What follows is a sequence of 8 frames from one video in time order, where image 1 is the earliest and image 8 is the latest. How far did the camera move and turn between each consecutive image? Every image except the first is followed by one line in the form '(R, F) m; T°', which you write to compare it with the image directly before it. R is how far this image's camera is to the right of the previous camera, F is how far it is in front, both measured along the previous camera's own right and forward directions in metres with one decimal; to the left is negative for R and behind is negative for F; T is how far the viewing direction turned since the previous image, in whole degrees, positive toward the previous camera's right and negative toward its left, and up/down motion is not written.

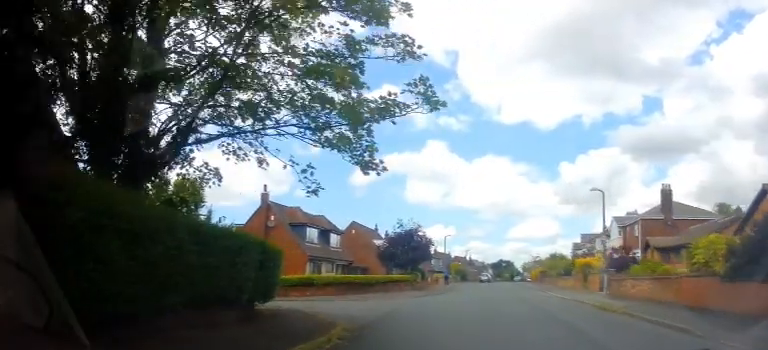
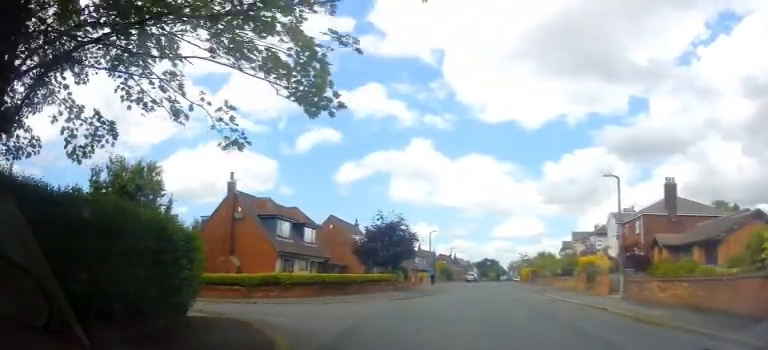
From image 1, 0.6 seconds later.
(0.0, +3.6) m; +1°
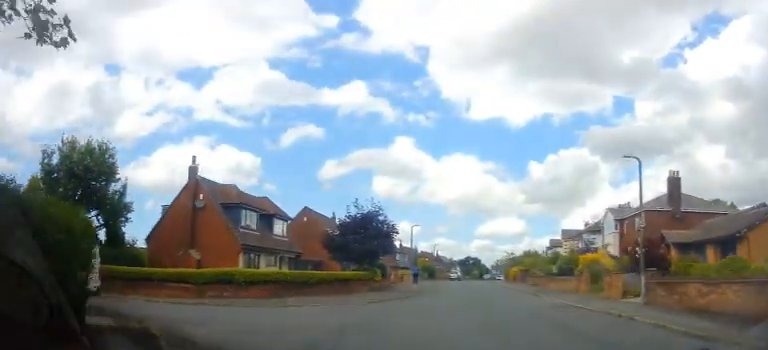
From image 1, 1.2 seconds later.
(-0.1, +3.6) m; +2°
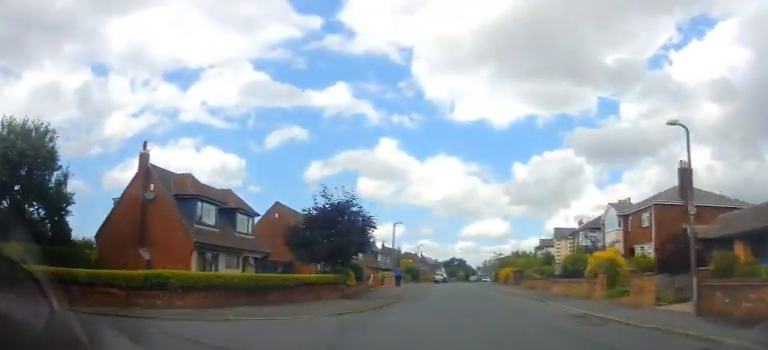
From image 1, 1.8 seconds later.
(+0.3, +4.4) m; +1°
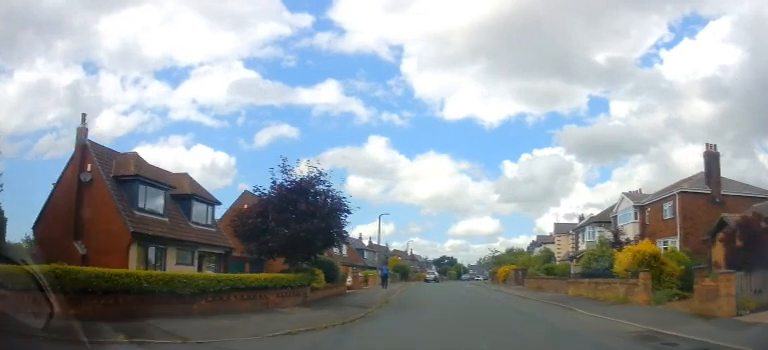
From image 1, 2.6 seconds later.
(0.0, +5.1) m; 0°
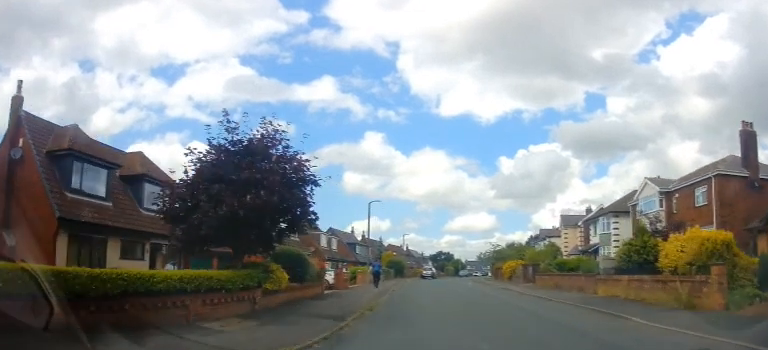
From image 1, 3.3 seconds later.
(-0.2, +4.8) m; +1°
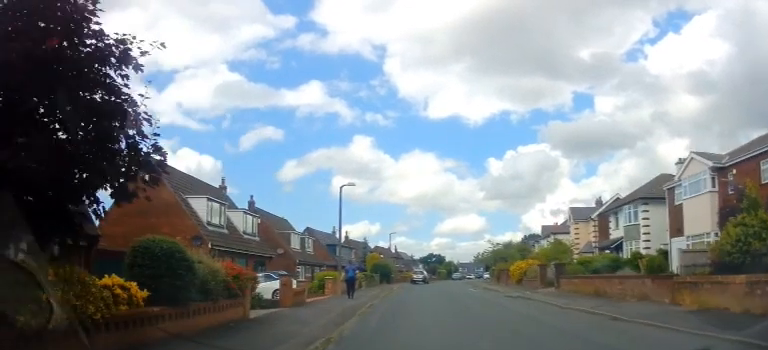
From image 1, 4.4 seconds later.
(+0.4, +7.4) m; +5°
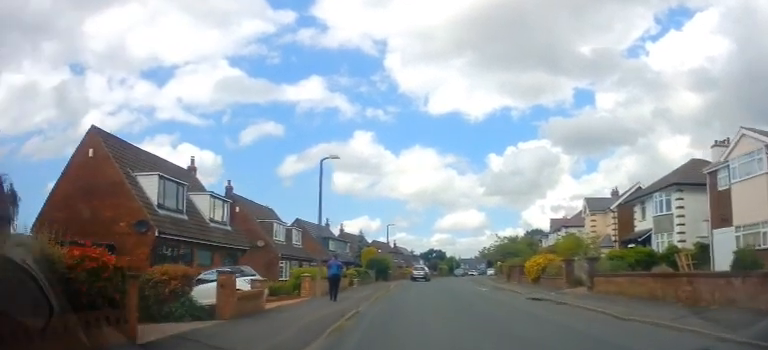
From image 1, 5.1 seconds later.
(+0.2, +4.9) m; 0°
